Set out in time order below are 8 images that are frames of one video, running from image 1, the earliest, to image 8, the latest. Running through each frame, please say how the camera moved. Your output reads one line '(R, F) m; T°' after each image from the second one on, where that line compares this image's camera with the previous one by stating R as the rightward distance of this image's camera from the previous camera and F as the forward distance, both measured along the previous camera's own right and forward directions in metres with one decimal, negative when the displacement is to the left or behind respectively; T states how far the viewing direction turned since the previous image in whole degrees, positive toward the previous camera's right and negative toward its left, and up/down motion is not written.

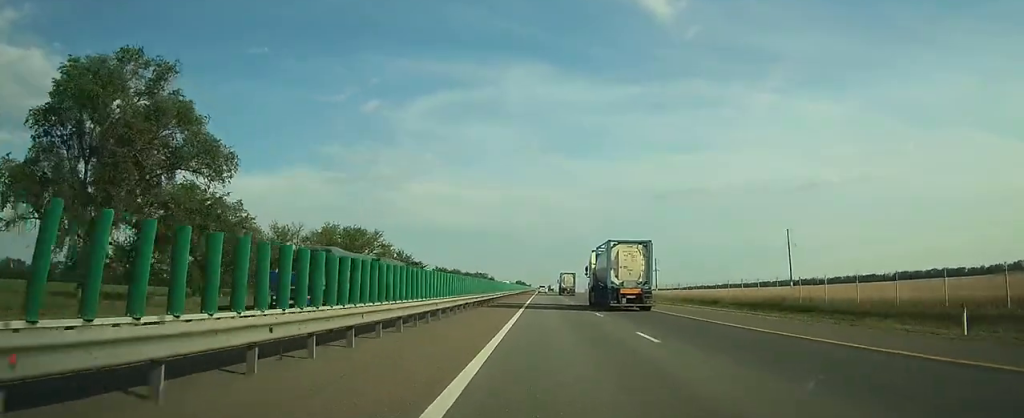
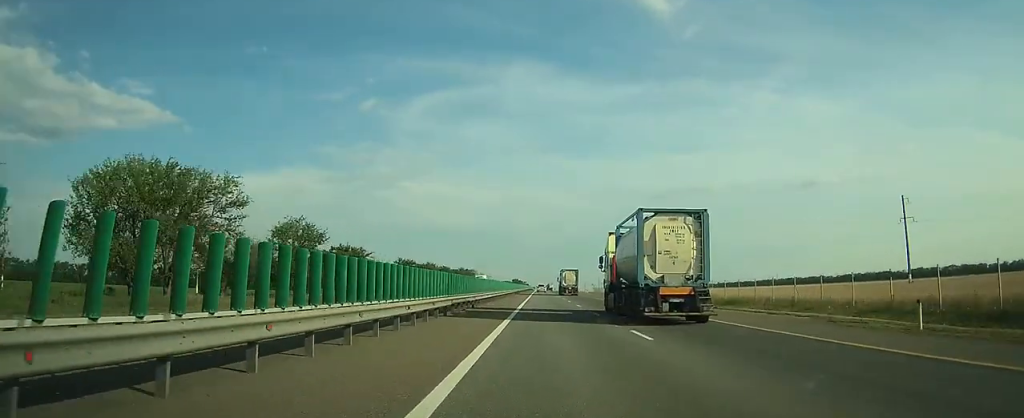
(0.0, +48.0) m; 0°
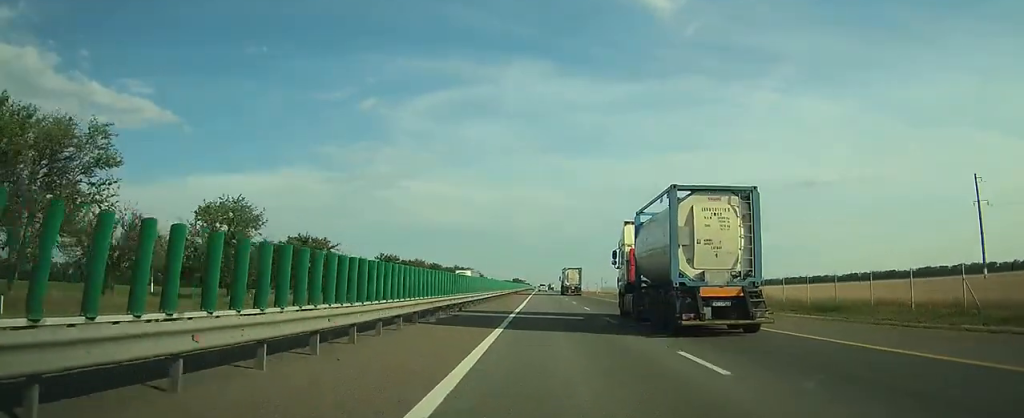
(+0.1, +17.9) m; 0°
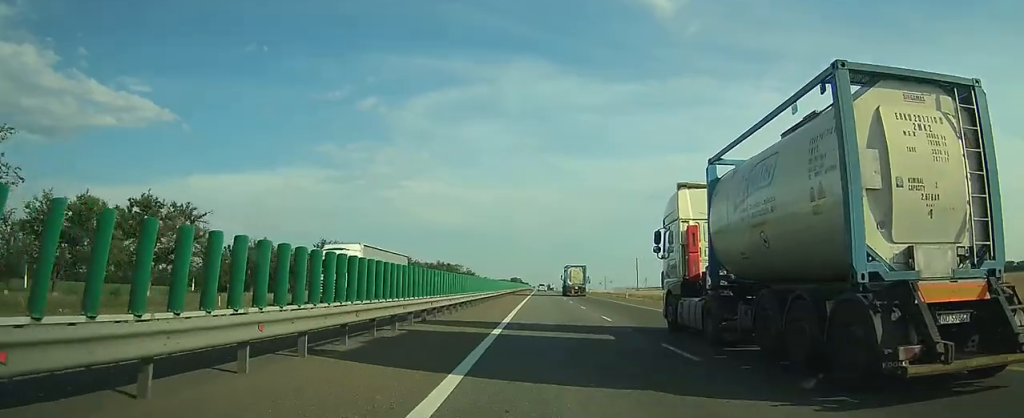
(+0.2, +34.6) m; 0°
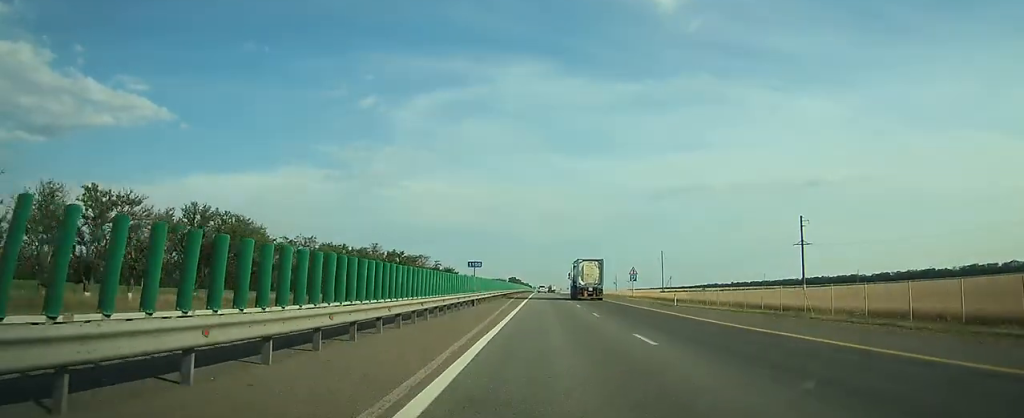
(+0.3, +69.1) m; 0°
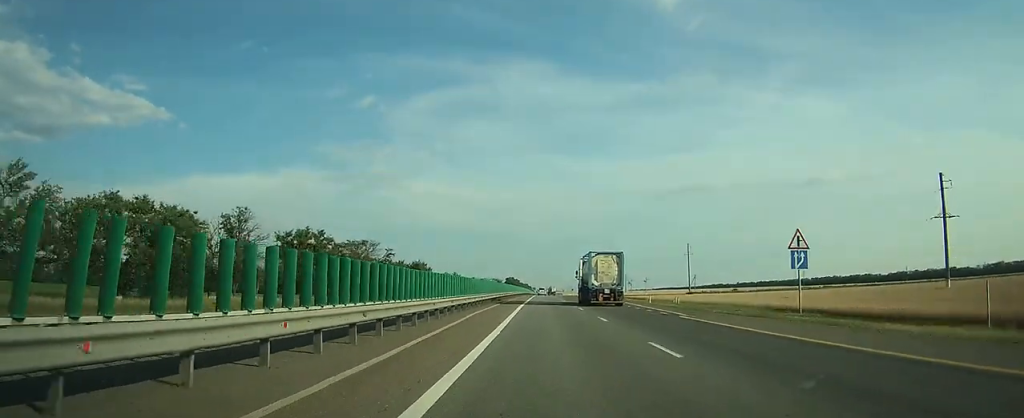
(+0.1, +50.0) m; 0°
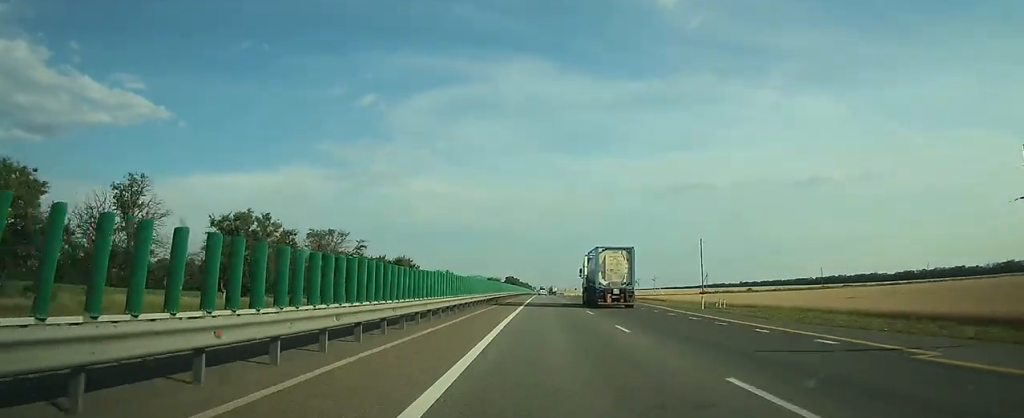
(0.0, +17.8) m; 0°
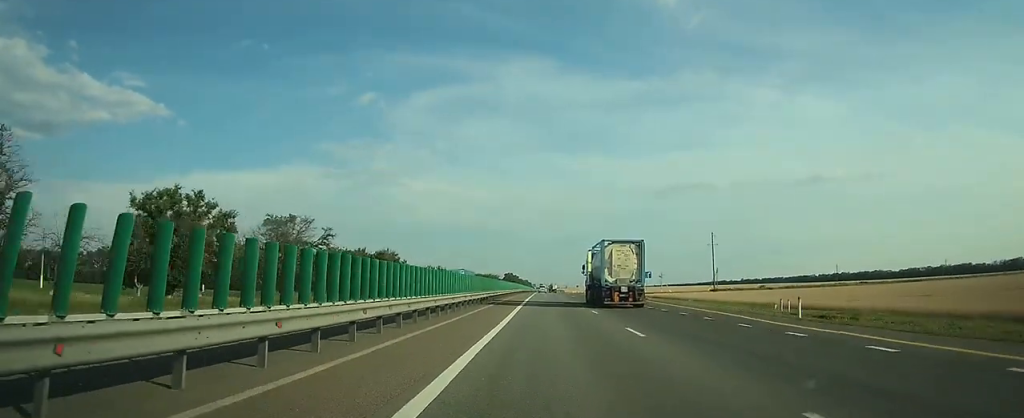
(0.0, +14.4) m; 0°
